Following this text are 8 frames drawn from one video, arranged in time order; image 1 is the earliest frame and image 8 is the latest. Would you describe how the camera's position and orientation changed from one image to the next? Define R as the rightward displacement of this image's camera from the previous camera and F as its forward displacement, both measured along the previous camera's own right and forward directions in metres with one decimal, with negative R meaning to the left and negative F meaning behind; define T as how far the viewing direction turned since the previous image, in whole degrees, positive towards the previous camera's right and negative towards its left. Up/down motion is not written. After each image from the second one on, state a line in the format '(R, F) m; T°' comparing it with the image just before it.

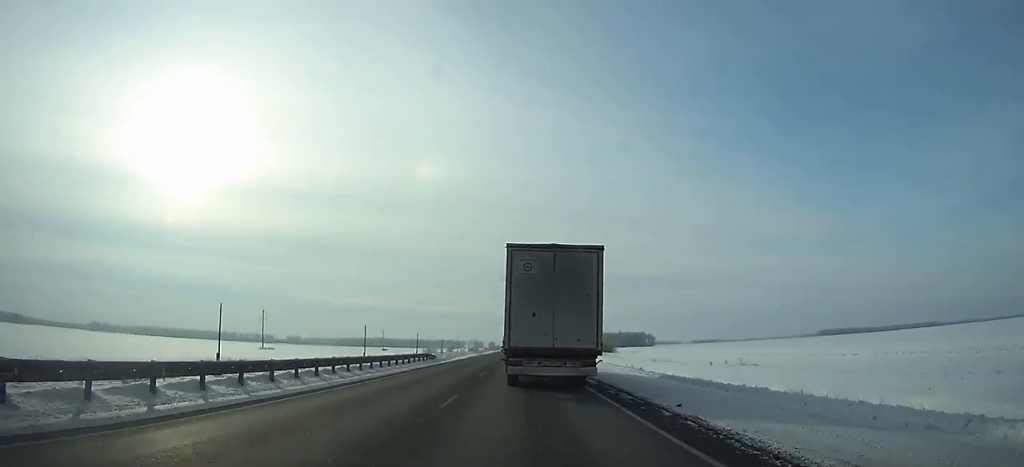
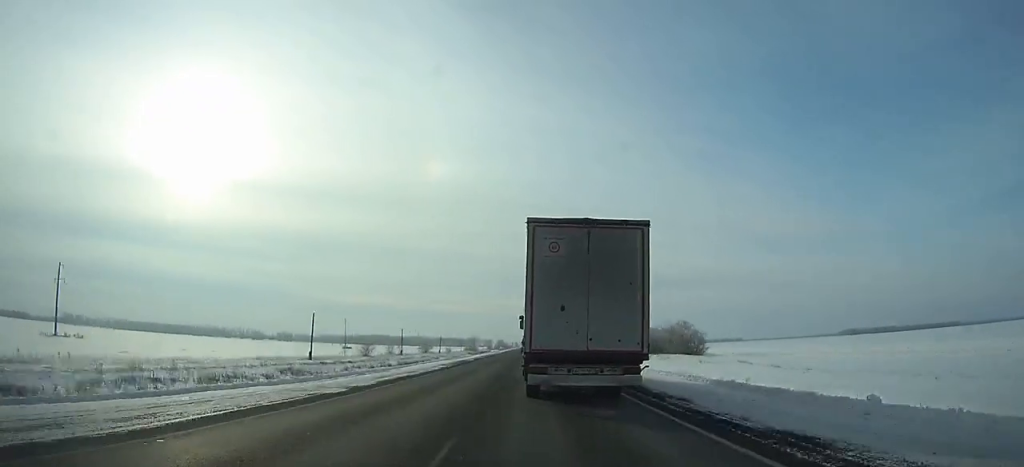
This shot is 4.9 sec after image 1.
(-0.2, +101.7) m; 0°
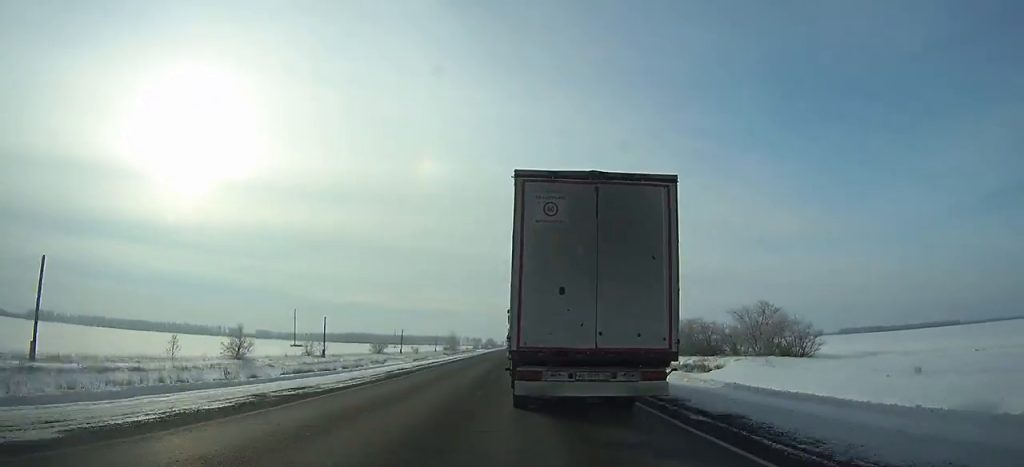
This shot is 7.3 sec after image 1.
(+0.3, +49.0) m; 0°
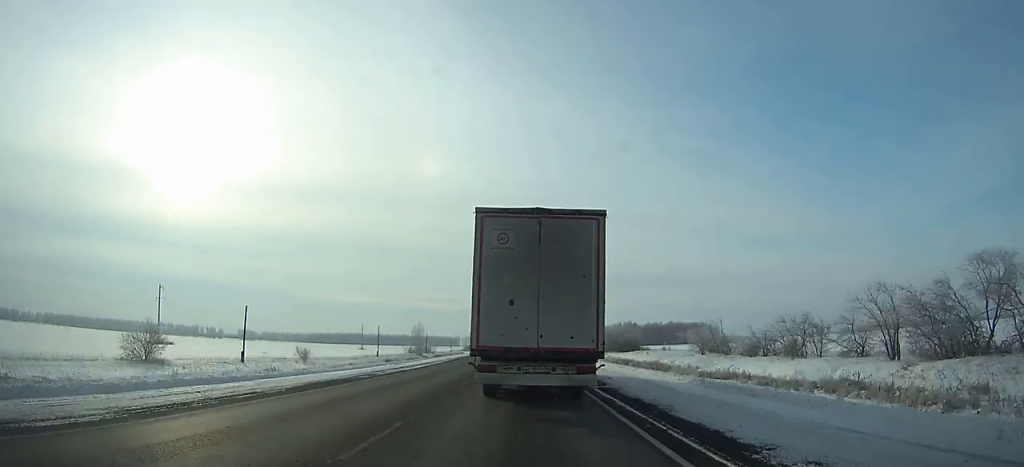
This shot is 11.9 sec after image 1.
(-0.1, +91.9) m; 0°
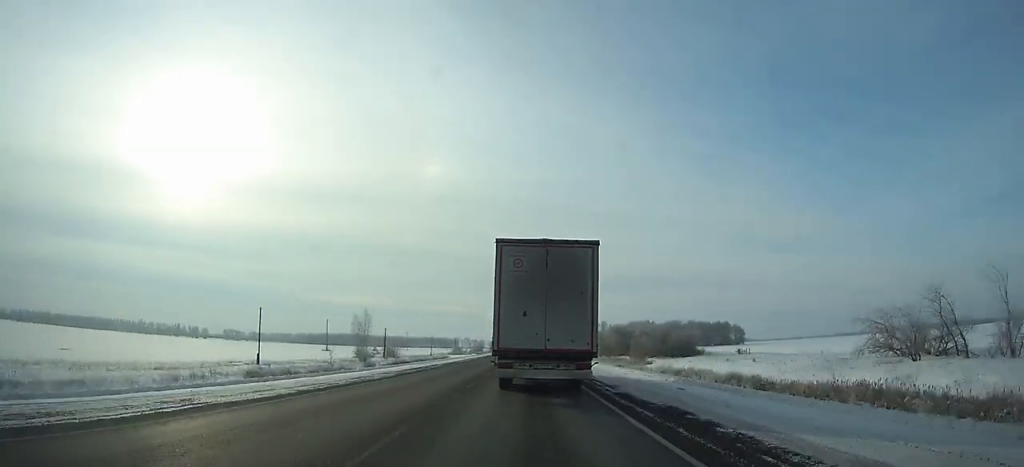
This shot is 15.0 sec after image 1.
(-0.4, +61.7) m; 0°
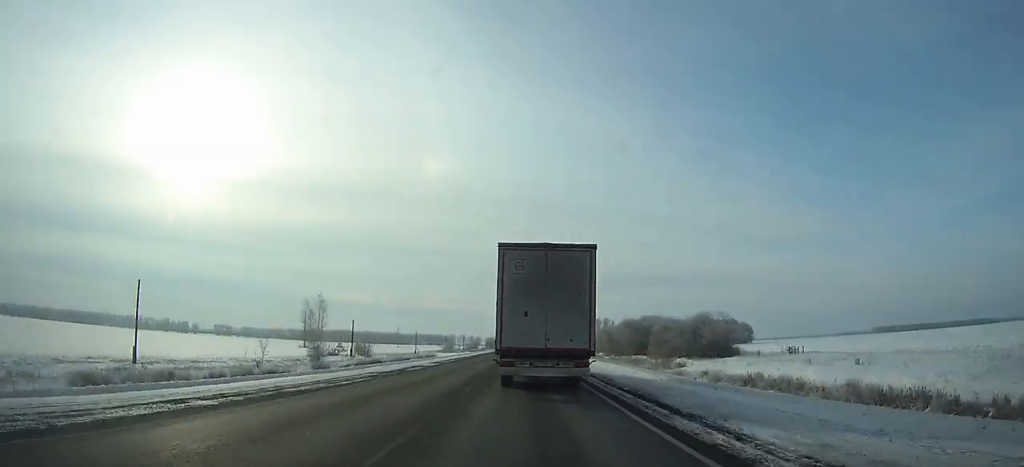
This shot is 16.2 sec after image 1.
(-0.1, +24.1) m; 0°
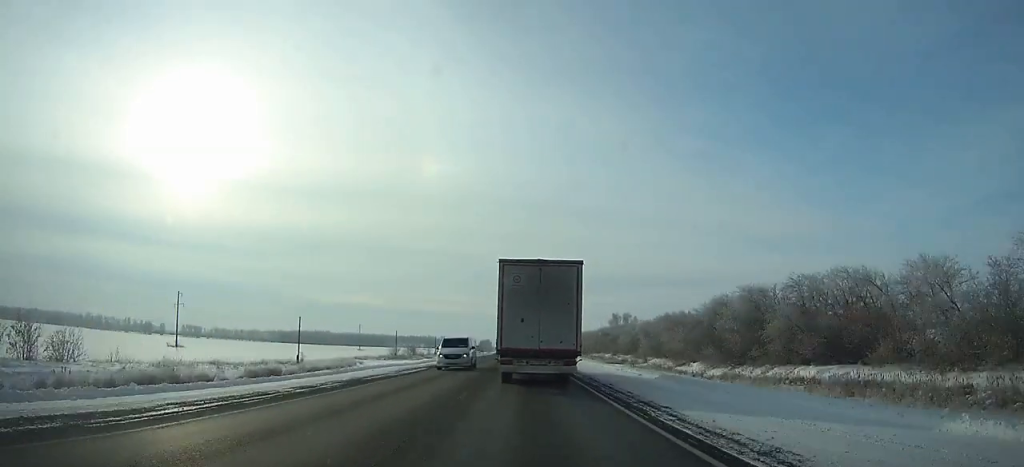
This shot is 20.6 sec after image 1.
(+0.1, +89.9) m; 0°
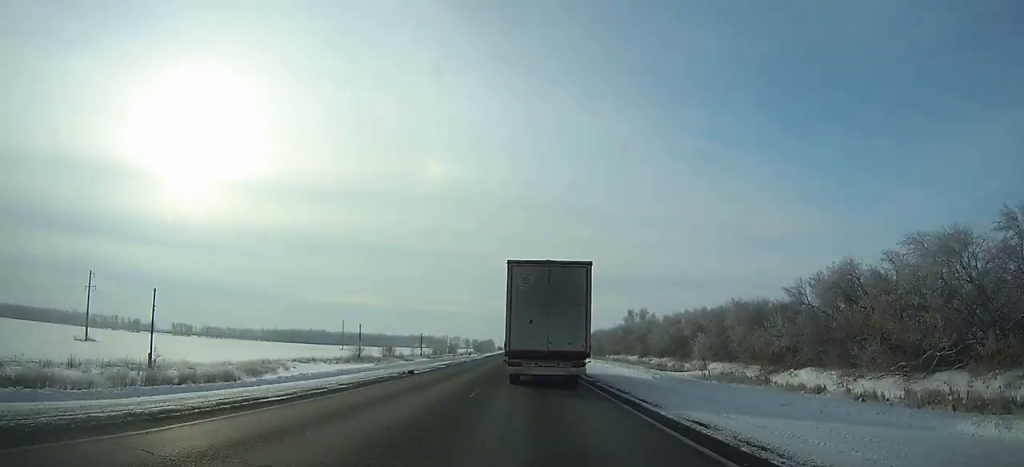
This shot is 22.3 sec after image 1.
(0.0, +35.3) m; 0°
